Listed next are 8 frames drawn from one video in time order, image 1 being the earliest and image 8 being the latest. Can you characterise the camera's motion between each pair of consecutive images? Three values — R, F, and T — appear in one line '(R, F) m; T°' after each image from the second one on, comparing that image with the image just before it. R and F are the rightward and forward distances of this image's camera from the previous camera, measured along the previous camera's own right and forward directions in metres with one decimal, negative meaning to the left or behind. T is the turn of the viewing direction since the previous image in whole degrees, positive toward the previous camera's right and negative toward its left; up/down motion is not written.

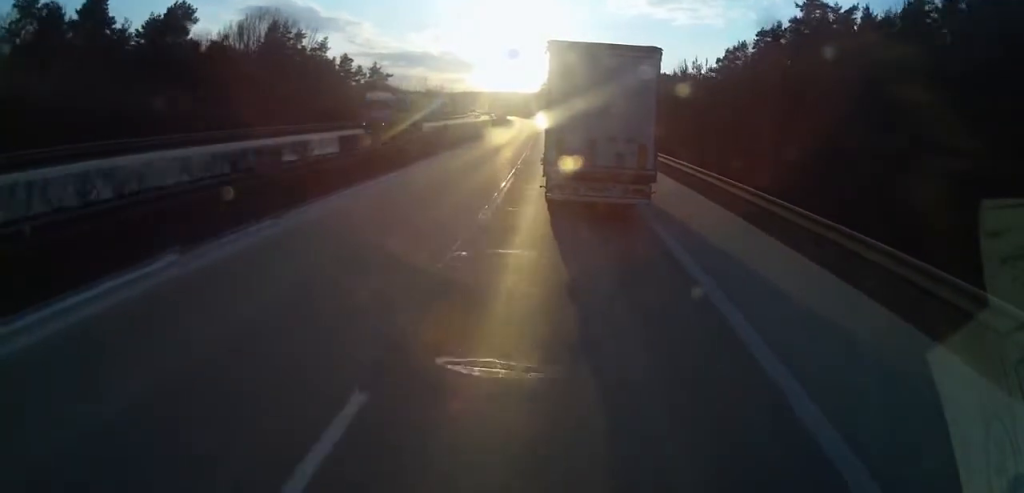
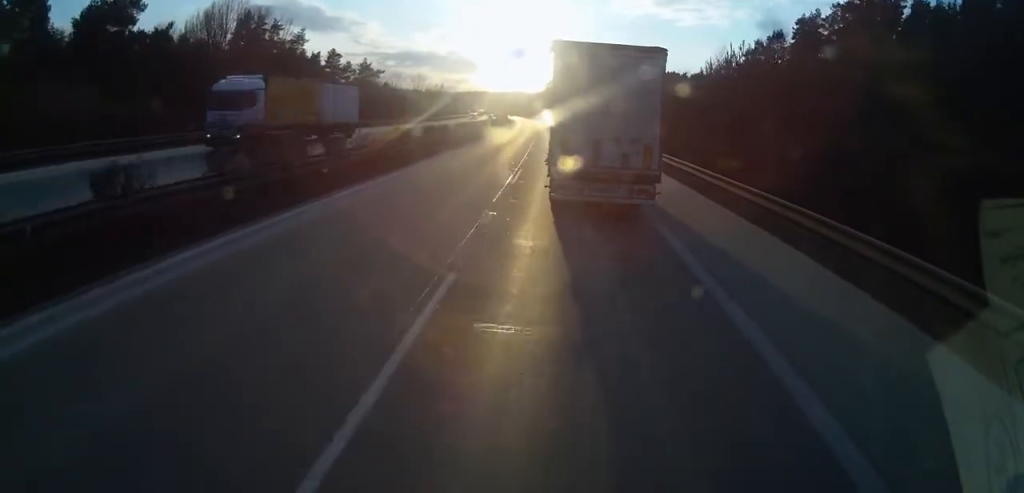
(+0.2, +14.0) m; -1°
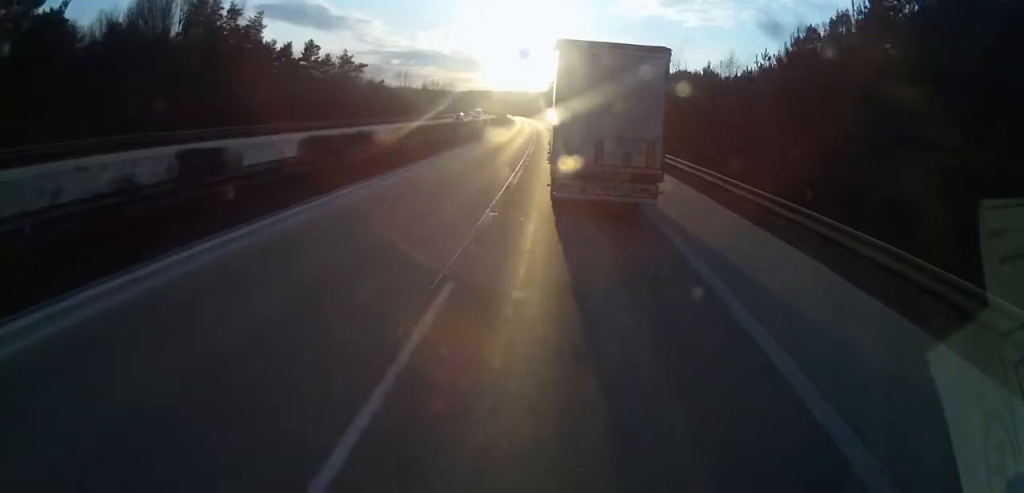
(-0.6, +18.7) m; -2°
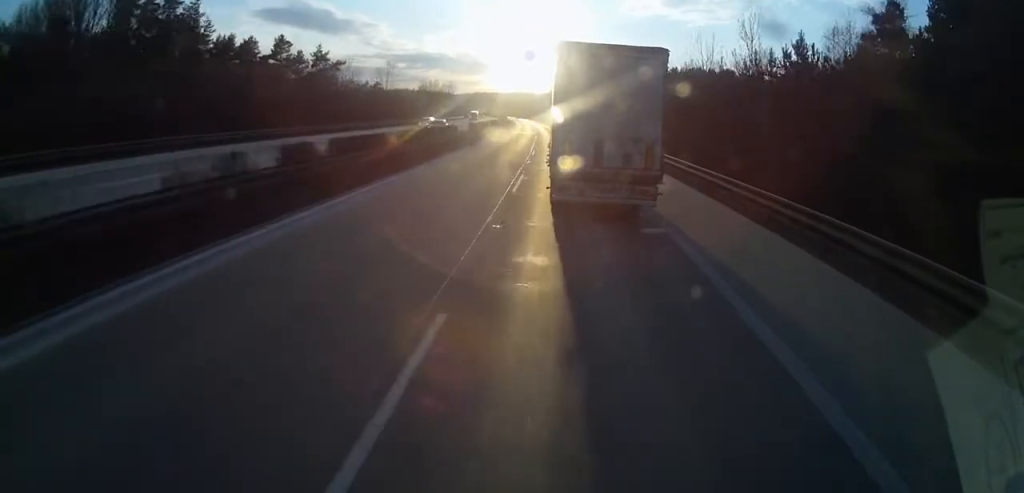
(0.0, +19.4) m; 0°
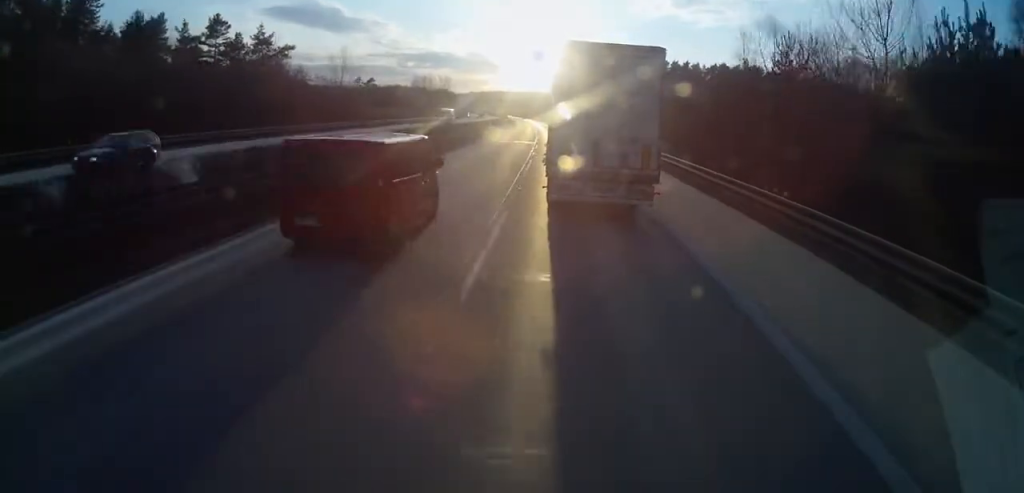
(0.0, +29.6) m; 0°
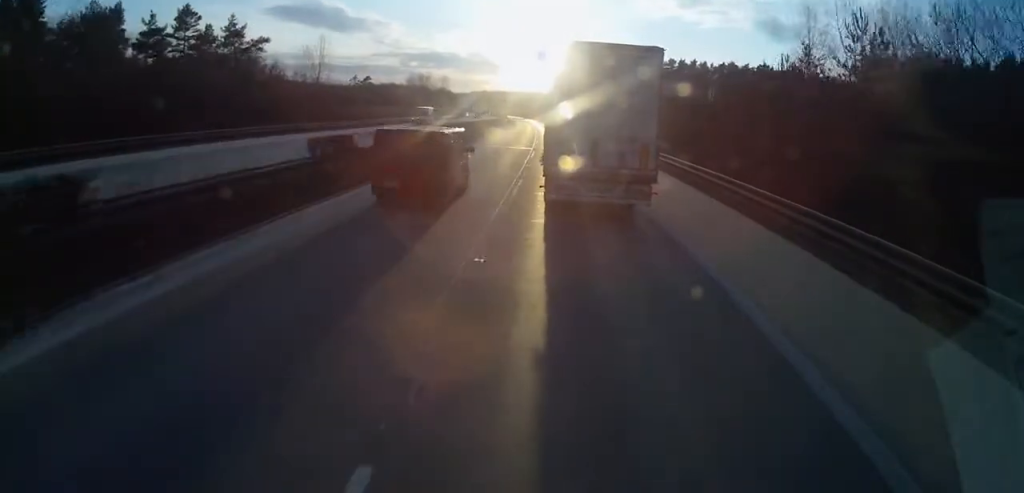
(-0.1, +10.1) m; -1°
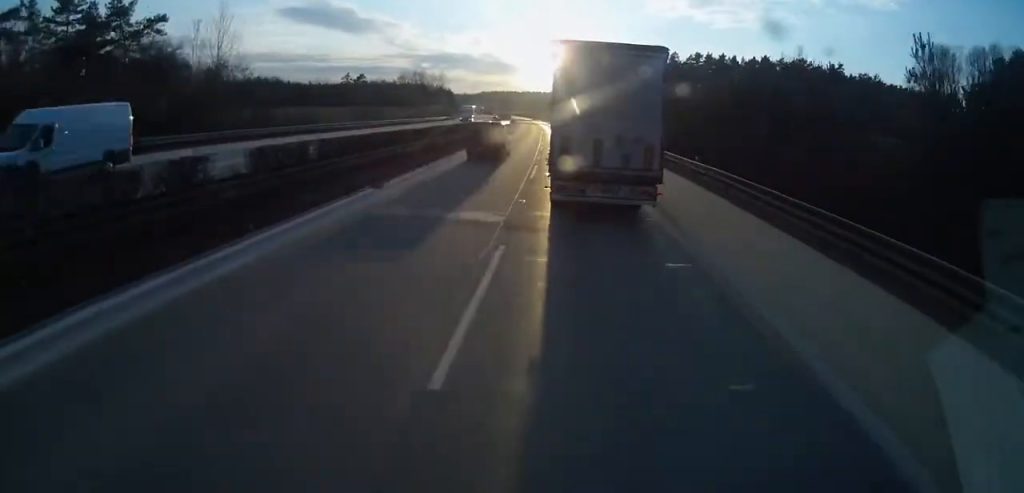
(-0.6, +28.8) m; -1°
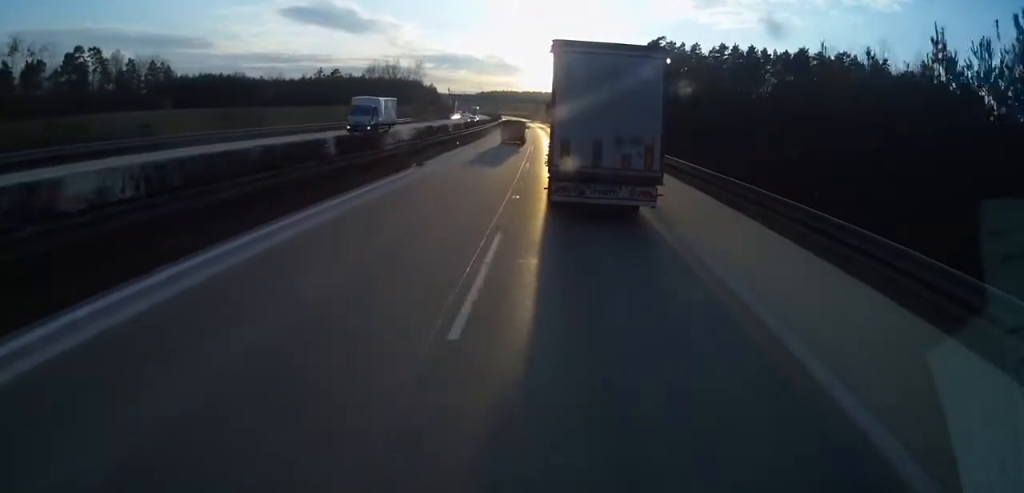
(+0.3, +35.1) m; -1°
